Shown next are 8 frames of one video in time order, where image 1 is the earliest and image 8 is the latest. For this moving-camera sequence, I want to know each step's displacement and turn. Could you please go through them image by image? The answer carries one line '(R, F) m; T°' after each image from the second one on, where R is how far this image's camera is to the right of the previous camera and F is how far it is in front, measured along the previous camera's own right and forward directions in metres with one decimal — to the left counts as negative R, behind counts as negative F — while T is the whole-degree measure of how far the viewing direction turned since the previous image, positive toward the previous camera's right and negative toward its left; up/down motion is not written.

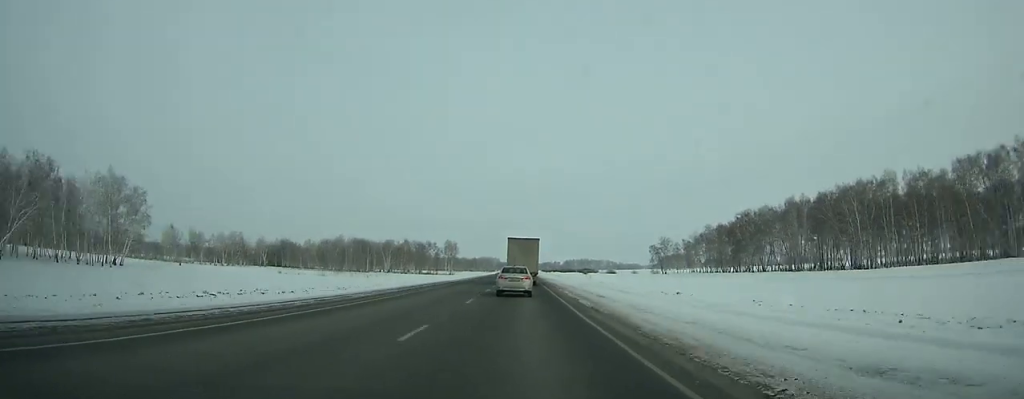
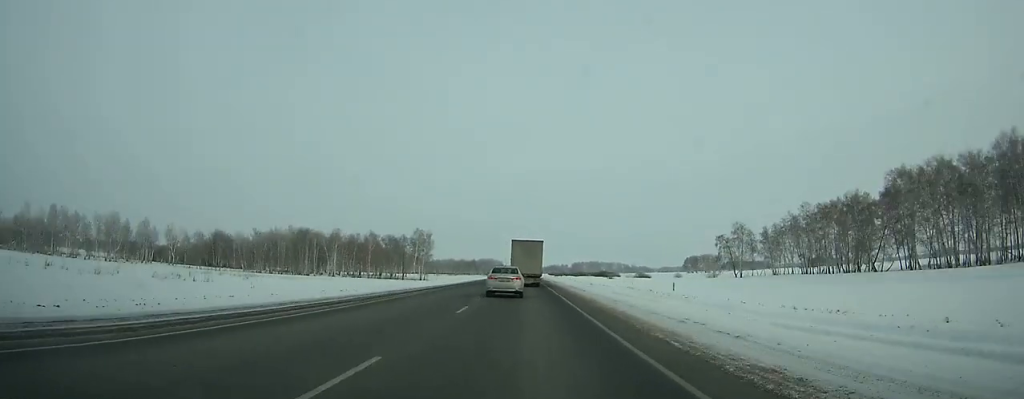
(0.0, +89.5) m; 0°
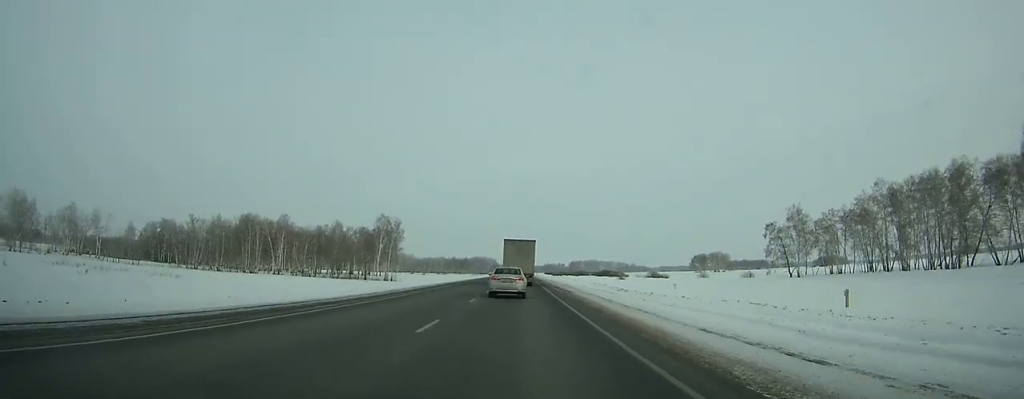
(+0.1, +41.9) m; 0°
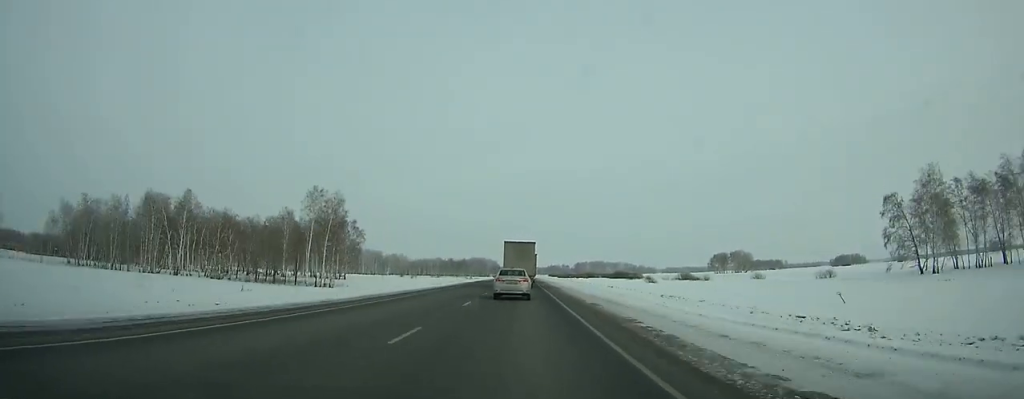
(+0.1, +49.9) m; 0°
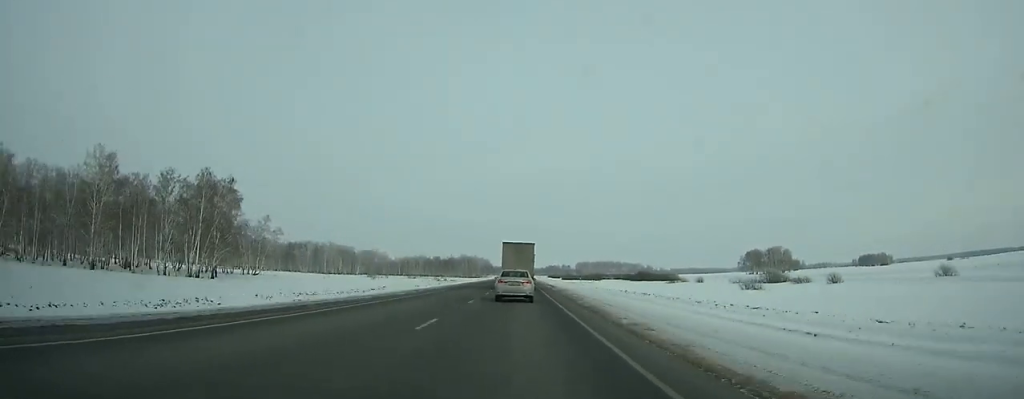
(+0.2, +77.8) m; 0°
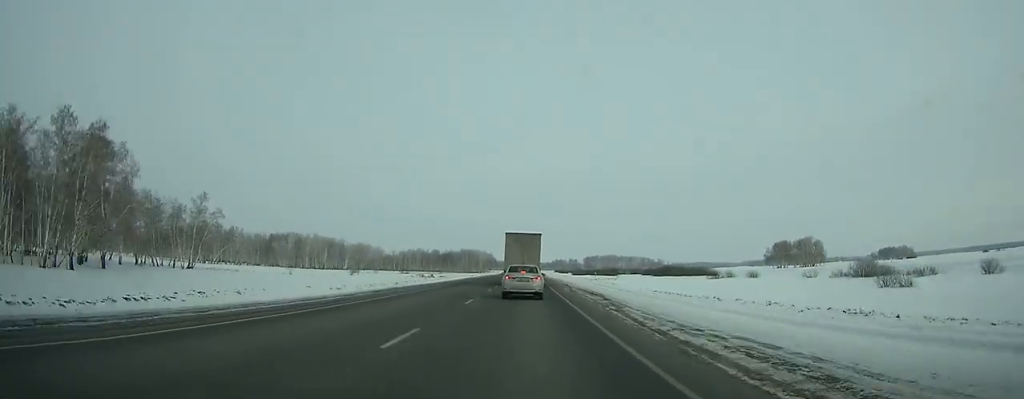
(0.0, +34.8) m; 0°
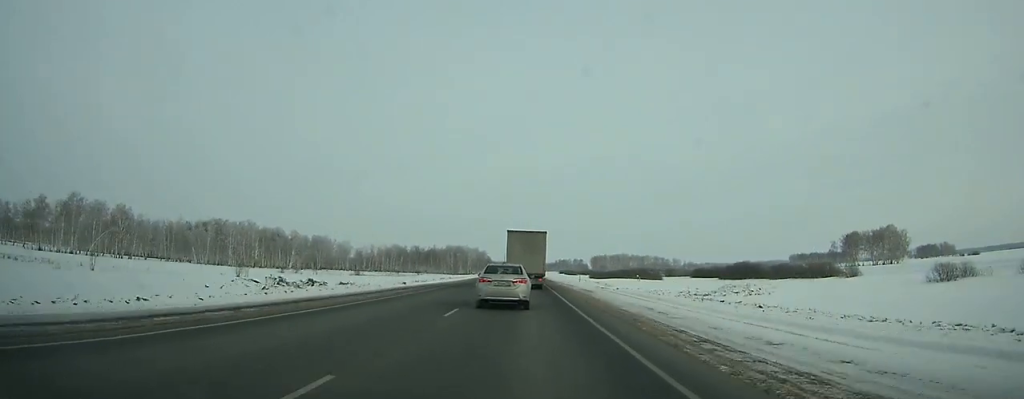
(+0.2, +87.9) m; 0°
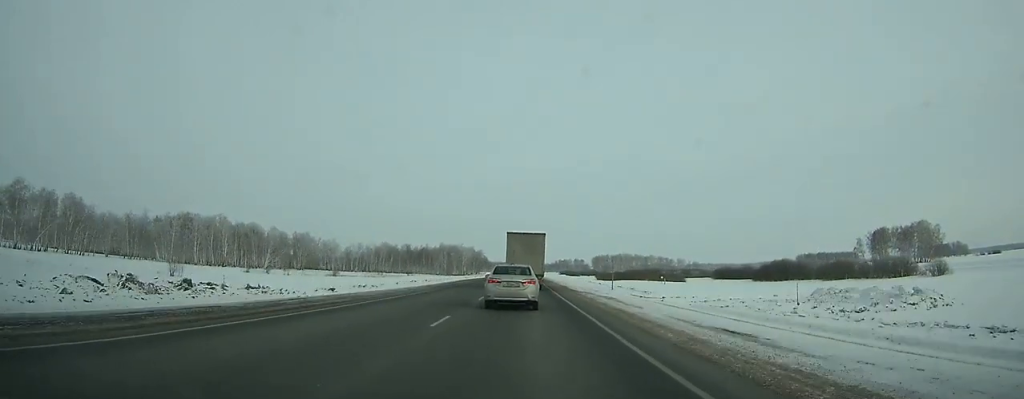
(-0.2, +27.4) m; 0°
